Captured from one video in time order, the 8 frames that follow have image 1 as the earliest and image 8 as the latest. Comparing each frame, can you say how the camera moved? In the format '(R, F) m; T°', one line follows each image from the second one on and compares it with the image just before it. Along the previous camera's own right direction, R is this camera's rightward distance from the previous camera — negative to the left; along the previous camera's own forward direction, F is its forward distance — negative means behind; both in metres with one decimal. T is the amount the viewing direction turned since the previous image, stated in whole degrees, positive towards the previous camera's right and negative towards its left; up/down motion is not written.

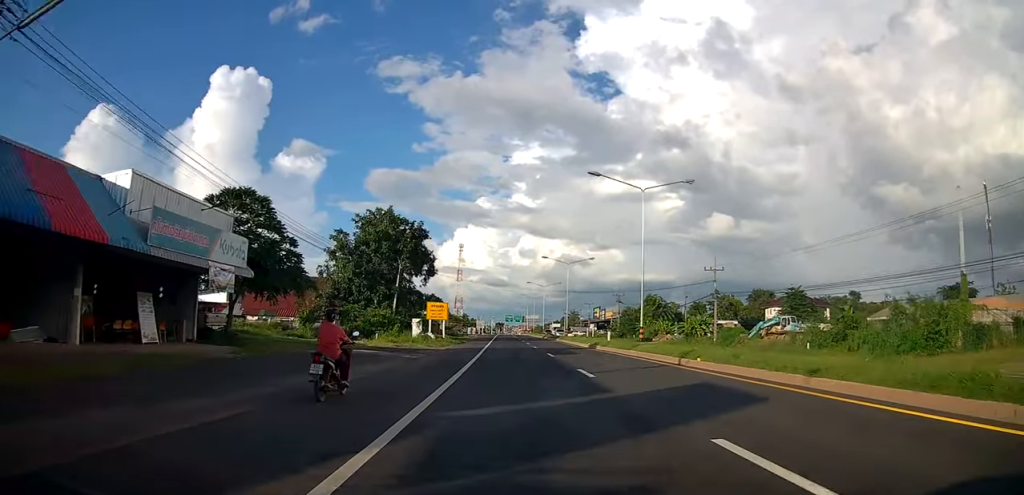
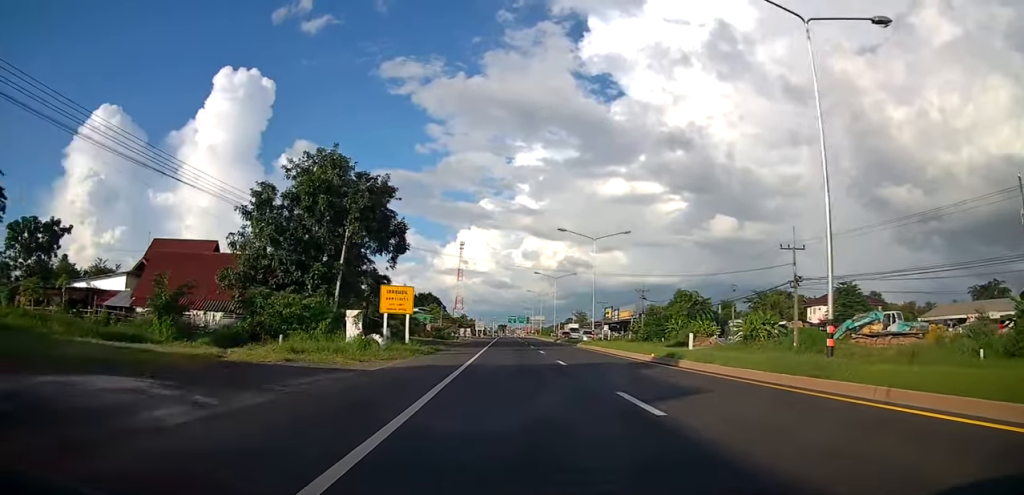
(+0.1, +18.9) m; -2°
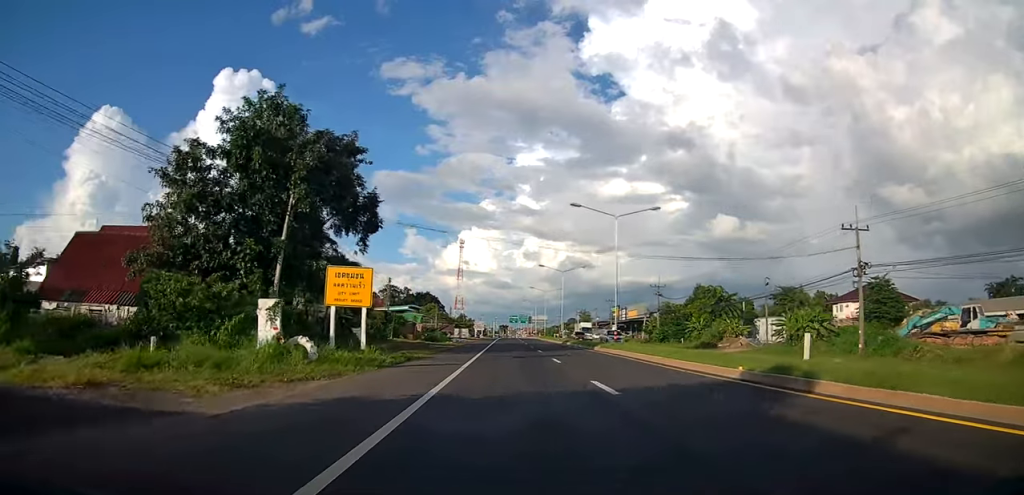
(-0.1, +9.6) m; 0°
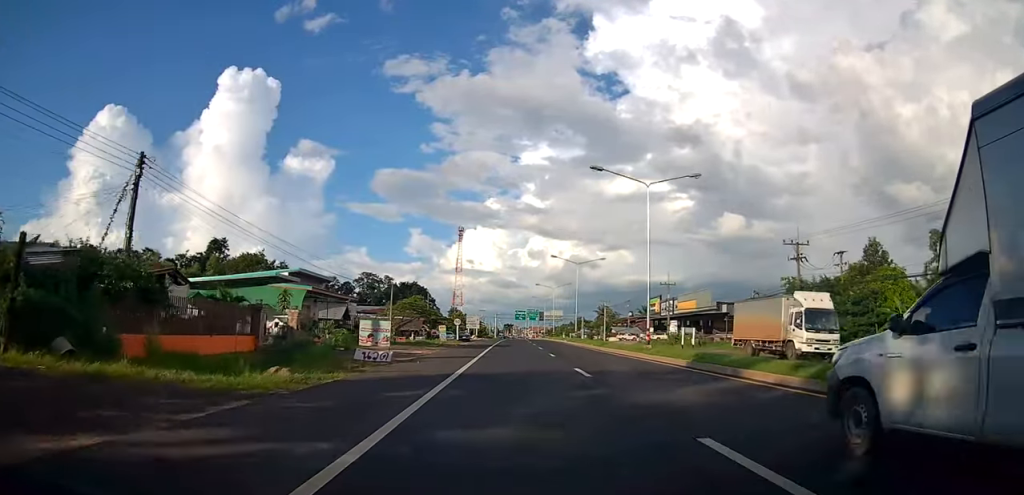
(+0.1, +44.0) m; 0°
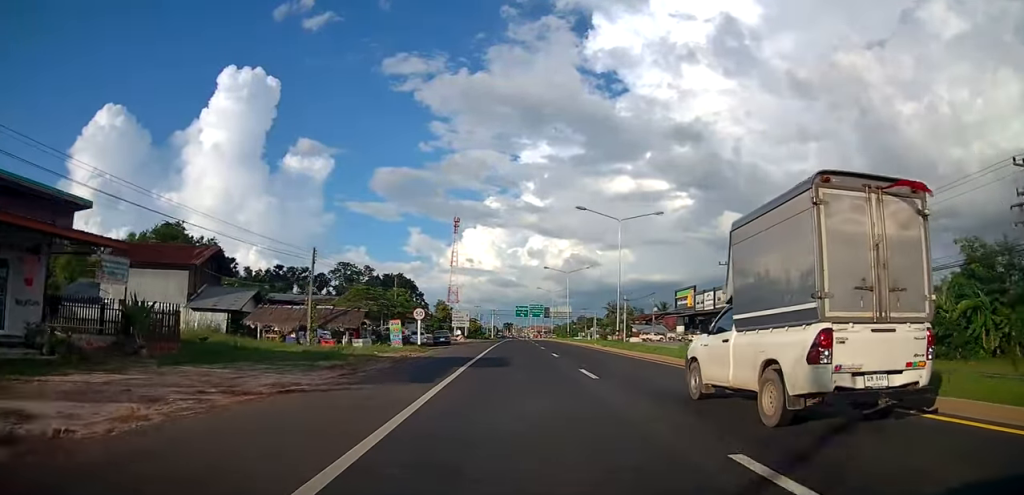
(-0.3, +25.8) m; 0°
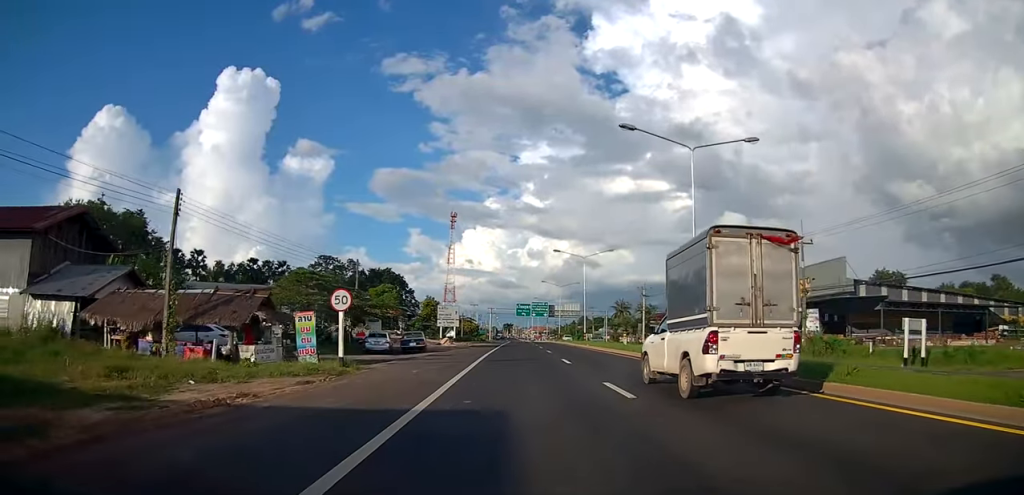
(+0.6, +17.0) m; 0°
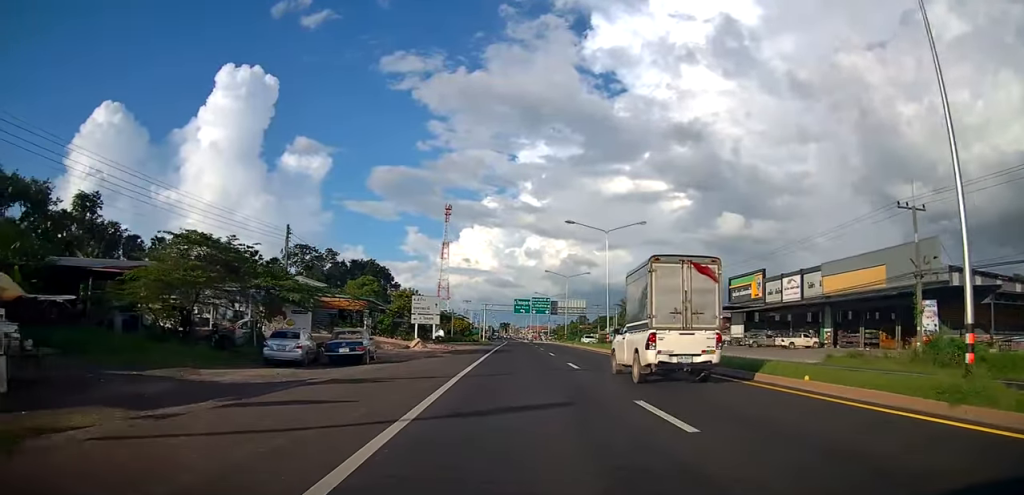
(-0.5, +15.3) m; -1°
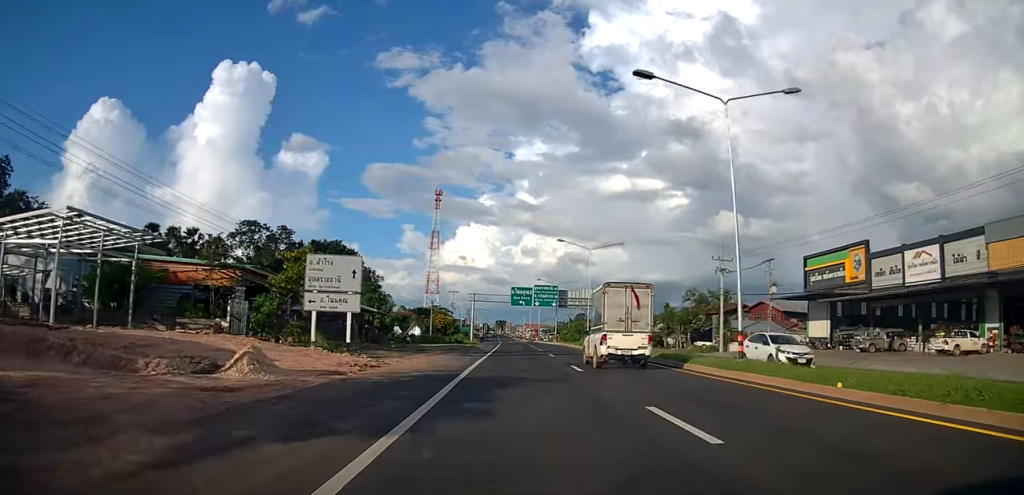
(0.0, +25.2) m; +2°
